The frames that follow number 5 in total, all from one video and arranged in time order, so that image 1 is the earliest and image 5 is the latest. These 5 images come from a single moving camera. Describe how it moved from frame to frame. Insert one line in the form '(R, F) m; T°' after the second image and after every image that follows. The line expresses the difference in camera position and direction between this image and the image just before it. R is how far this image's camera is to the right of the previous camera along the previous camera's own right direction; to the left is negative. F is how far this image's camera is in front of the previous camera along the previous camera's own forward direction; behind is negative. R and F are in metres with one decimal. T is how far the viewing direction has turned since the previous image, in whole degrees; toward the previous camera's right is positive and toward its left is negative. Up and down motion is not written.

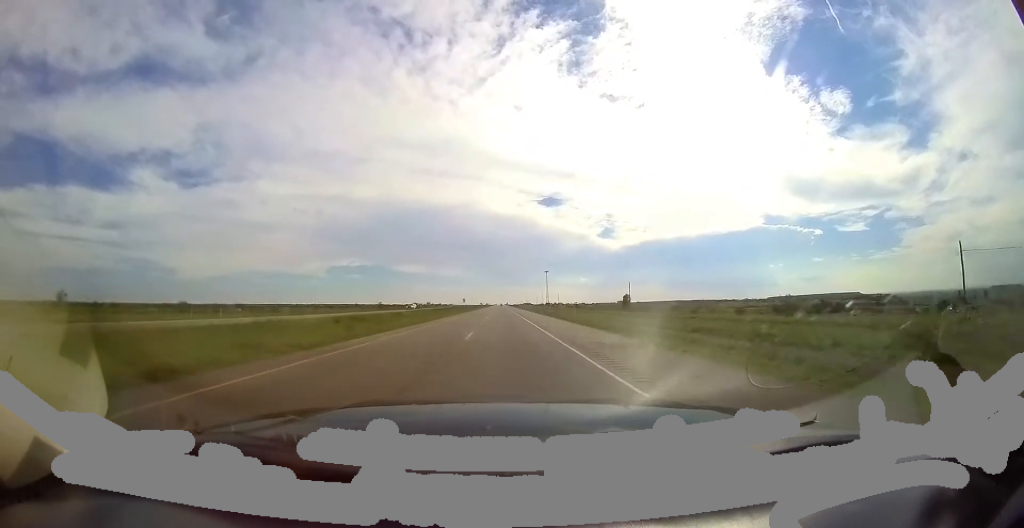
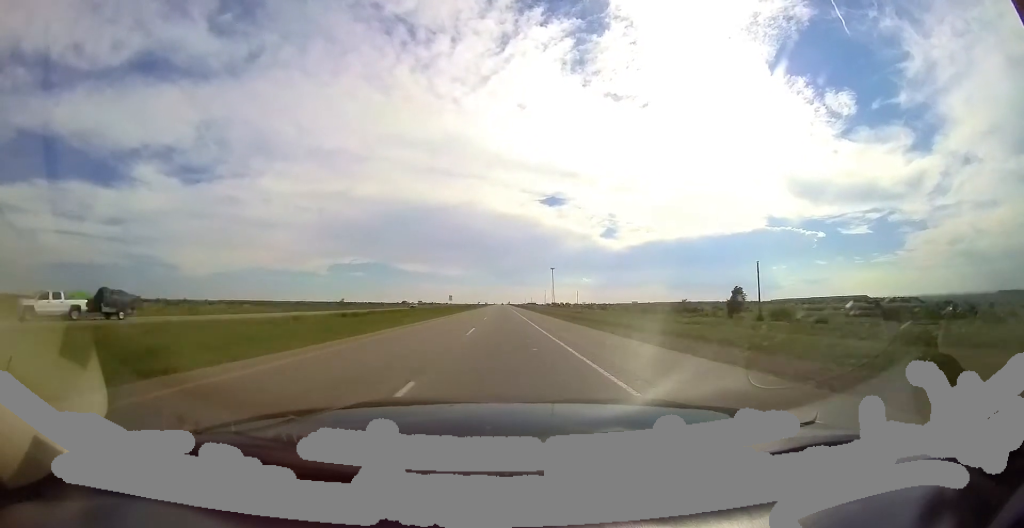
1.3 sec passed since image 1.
(+0.3, +47.2) m; 0°
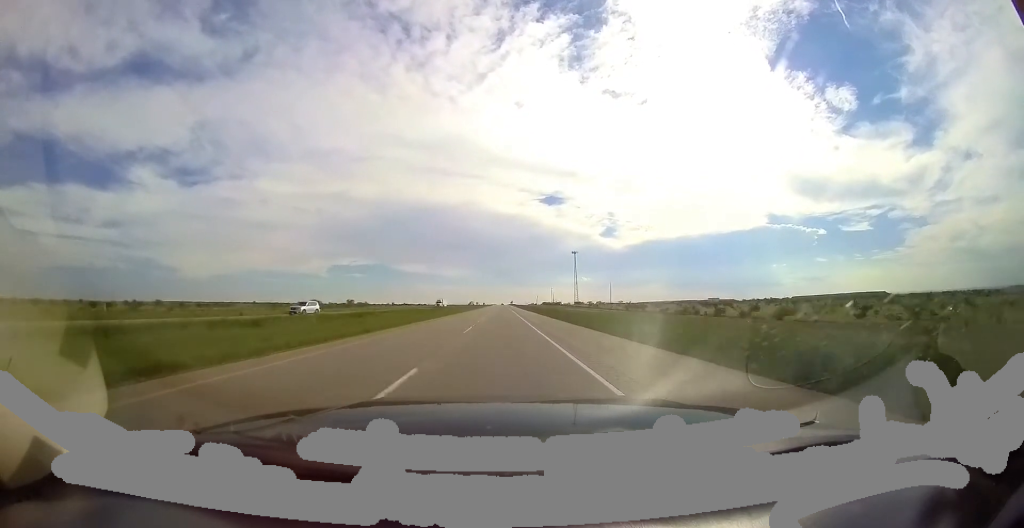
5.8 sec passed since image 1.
(-1.1, +159.6) m; -1°
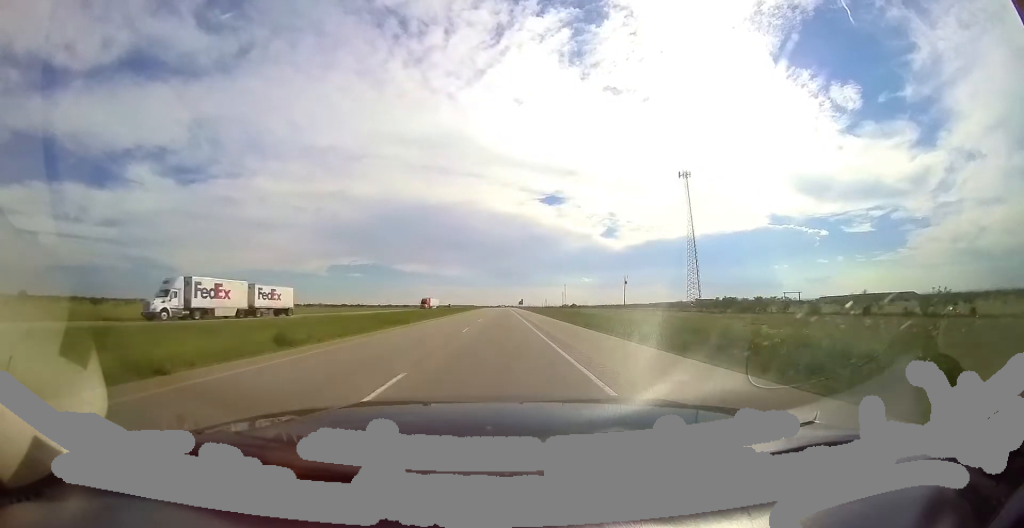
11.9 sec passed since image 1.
(+0.5, +220.5) m; 0°
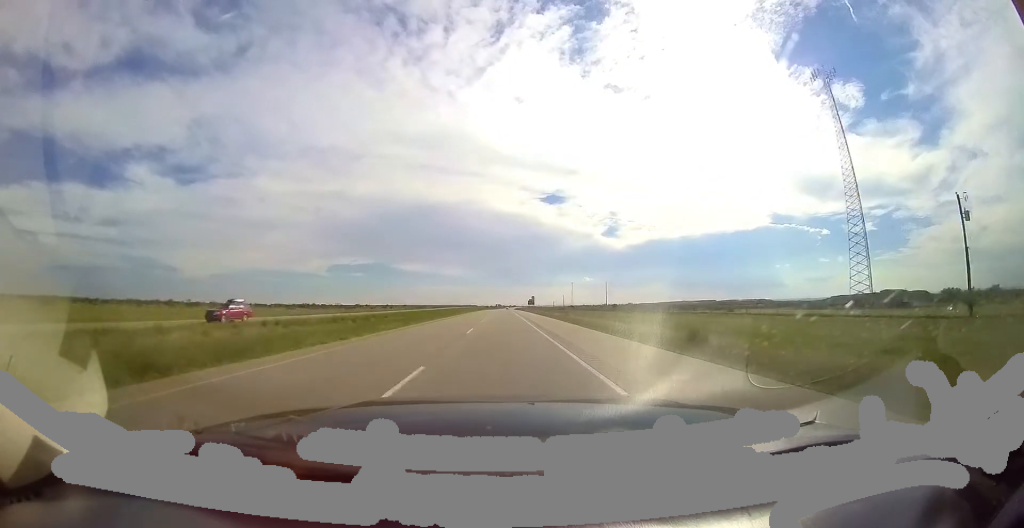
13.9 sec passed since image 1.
(+0.3, +72.8) m; 0°
